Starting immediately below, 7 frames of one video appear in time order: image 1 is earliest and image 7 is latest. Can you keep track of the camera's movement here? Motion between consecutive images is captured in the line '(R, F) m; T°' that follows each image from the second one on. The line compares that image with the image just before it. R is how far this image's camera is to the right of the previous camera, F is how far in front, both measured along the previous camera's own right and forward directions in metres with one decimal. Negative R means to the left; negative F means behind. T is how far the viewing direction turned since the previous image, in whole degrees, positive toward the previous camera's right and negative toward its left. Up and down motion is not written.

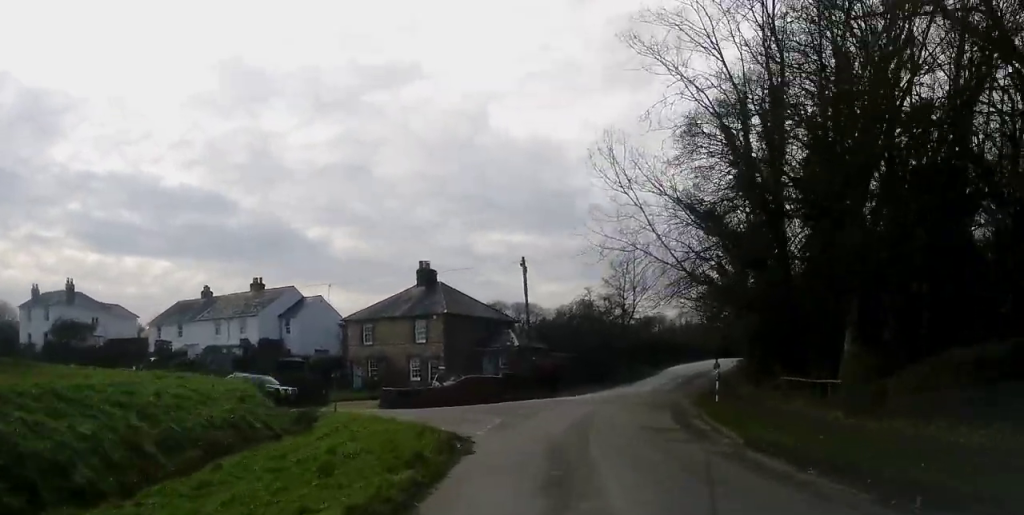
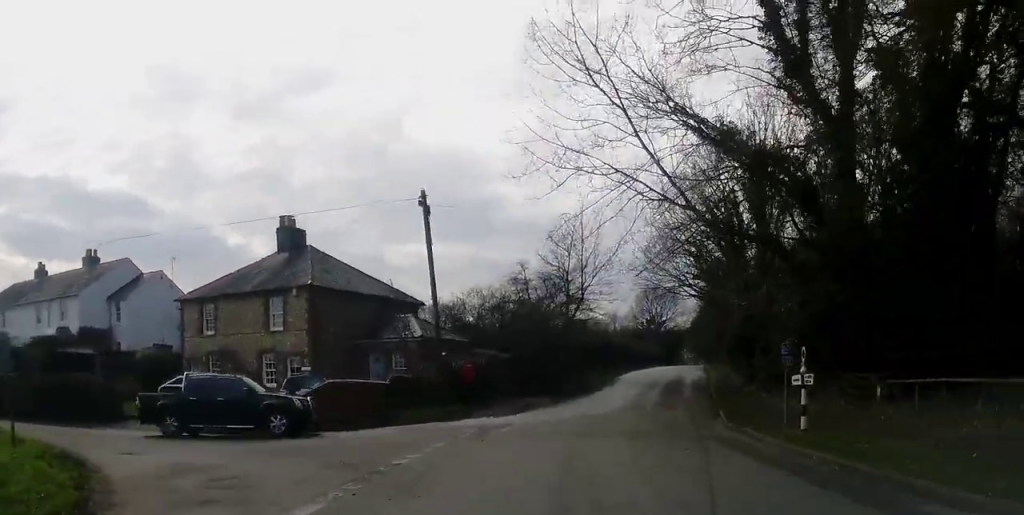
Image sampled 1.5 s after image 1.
(+1.0, +17.0) m; +6°
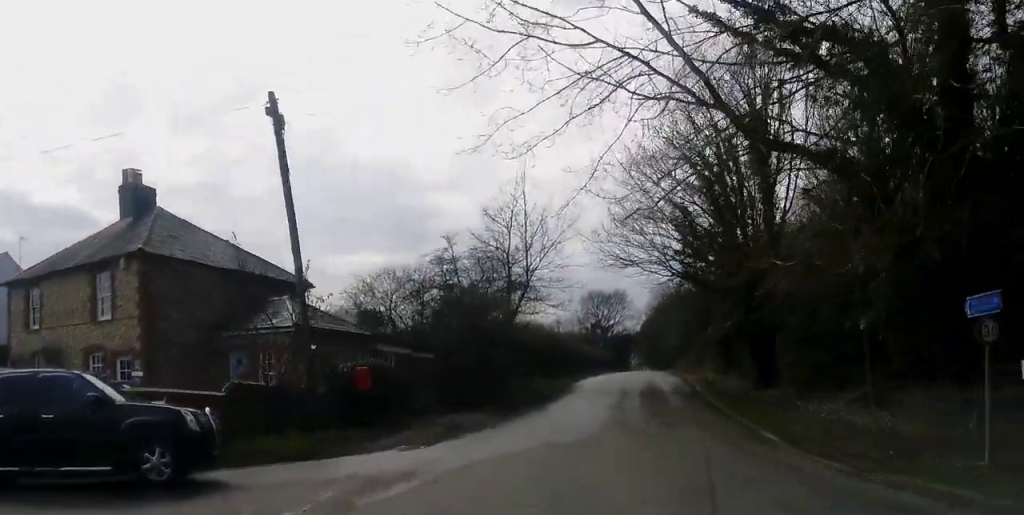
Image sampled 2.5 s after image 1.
(+0.2, +10.5) m; +1°
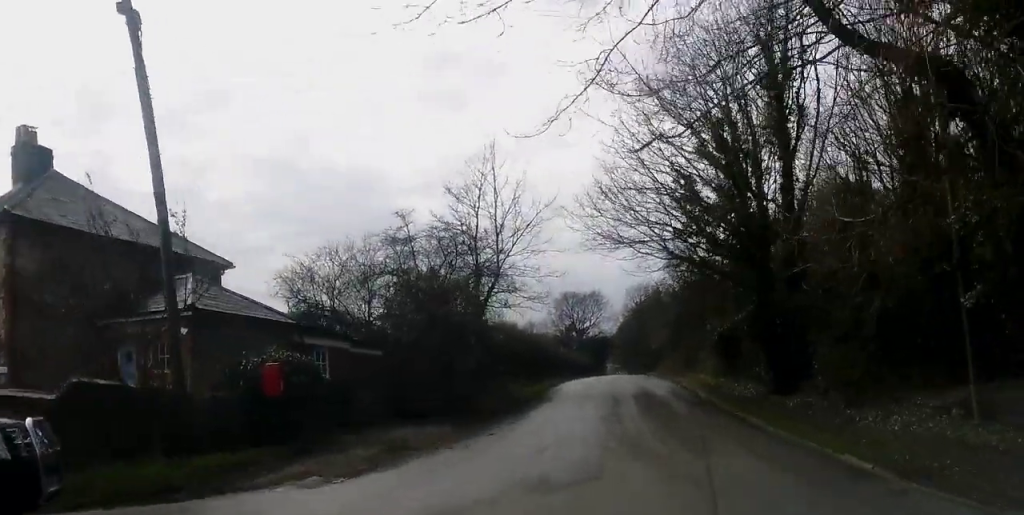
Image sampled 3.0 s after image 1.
(0.0, +5.3) m; +1°
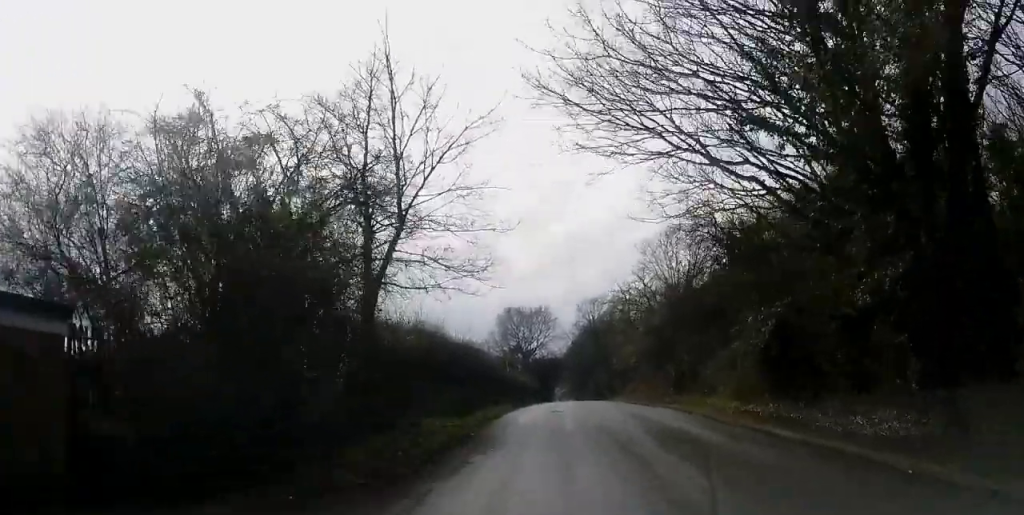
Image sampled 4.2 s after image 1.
(+0.5, +13.7) m; +6°
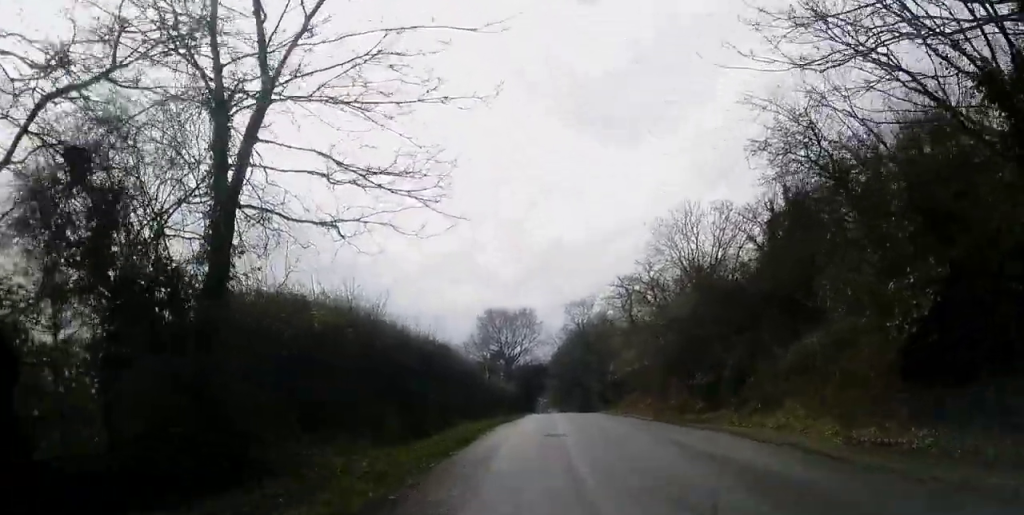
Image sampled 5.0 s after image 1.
(+0.4, +9.4) m; +3°
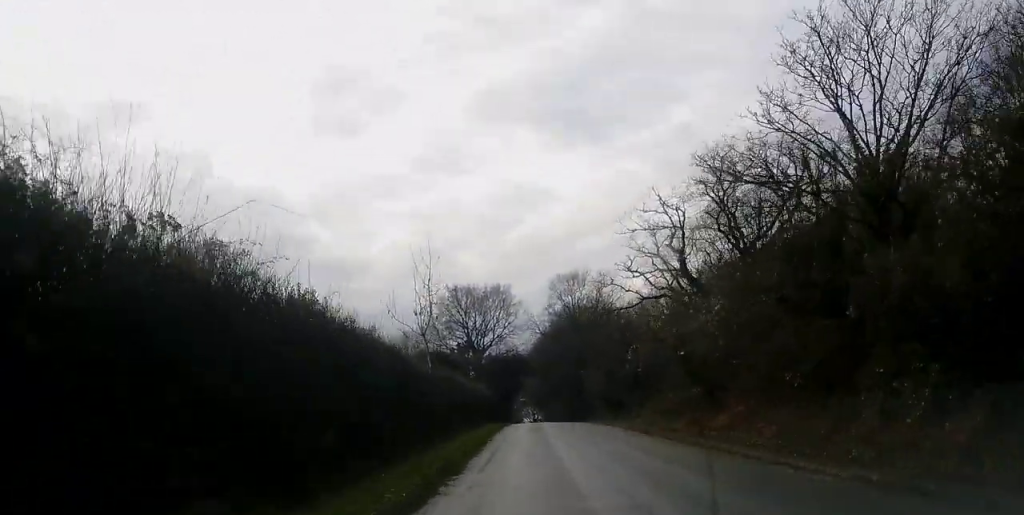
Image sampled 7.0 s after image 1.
(0.0, +22.8) m; +1°
